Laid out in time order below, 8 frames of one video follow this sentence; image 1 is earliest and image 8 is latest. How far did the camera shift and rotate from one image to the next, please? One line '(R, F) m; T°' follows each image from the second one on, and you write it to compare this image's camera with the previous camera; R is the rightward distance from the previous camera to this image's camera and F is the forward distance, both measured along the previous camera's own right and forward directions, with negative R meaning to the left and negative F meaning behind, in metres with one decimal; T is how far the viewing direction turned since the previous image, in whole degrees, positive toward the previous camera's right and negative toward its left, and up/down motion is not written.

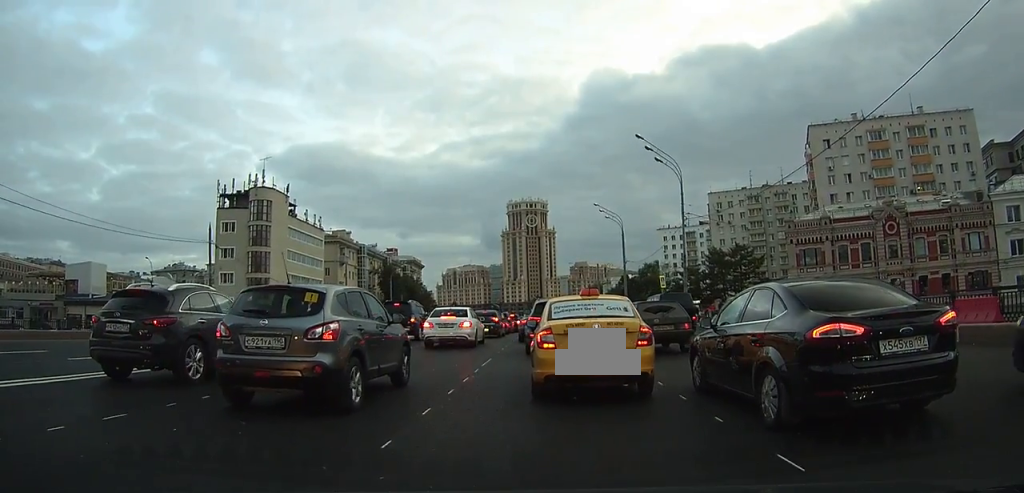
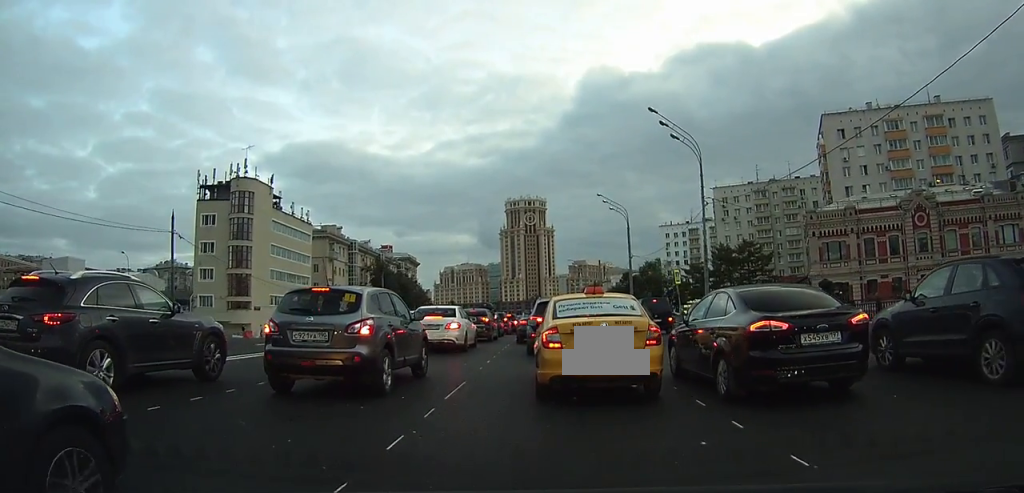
(-0.2, +5.2) m; -4°
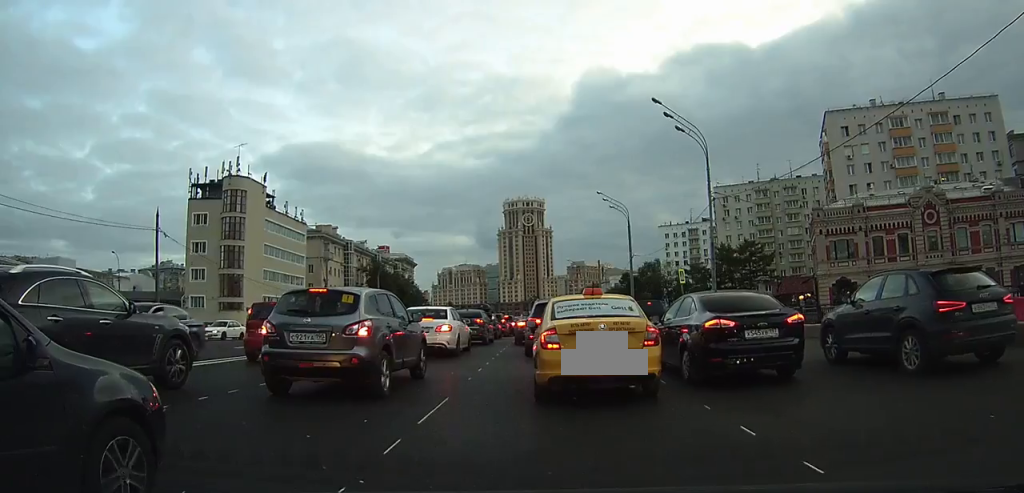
(0.0, +1.7) m; 0°
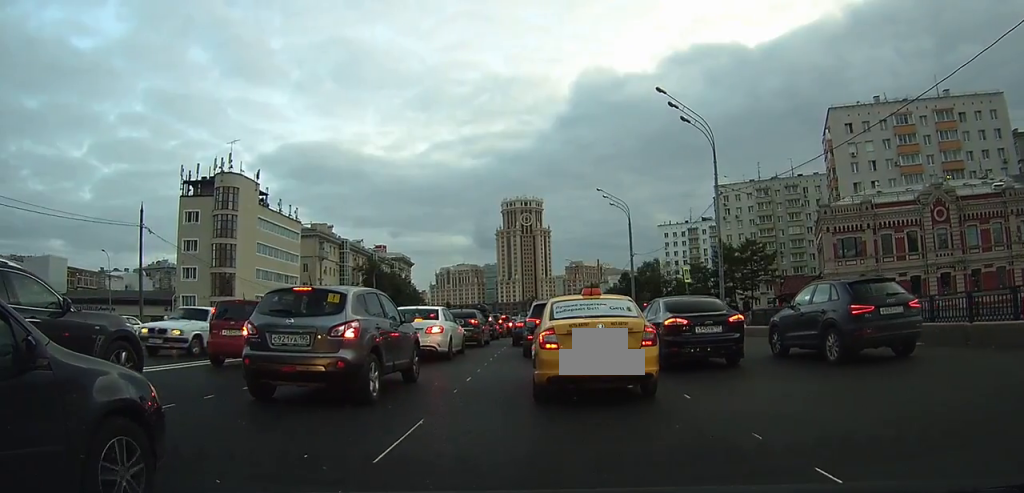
(0.0, +1.8) m; 0°
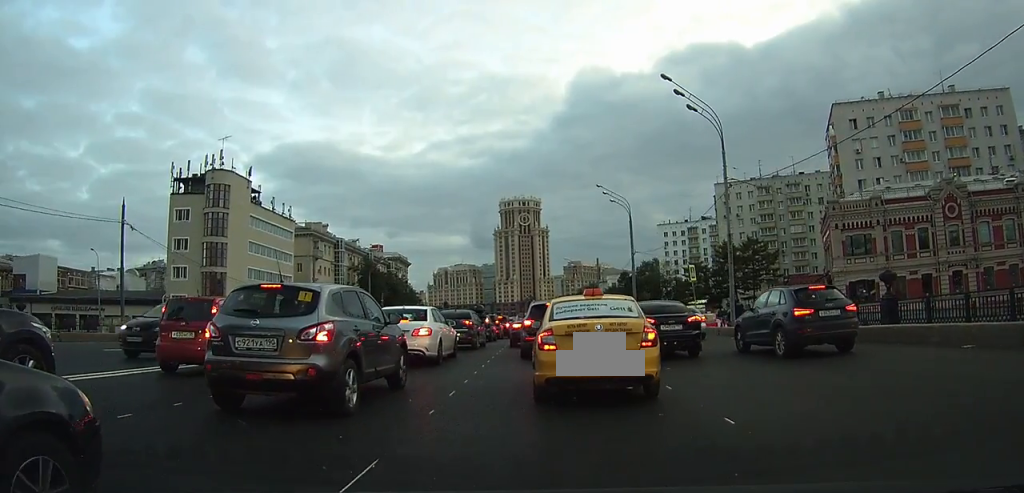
(0.0, +1.9) m; 0°
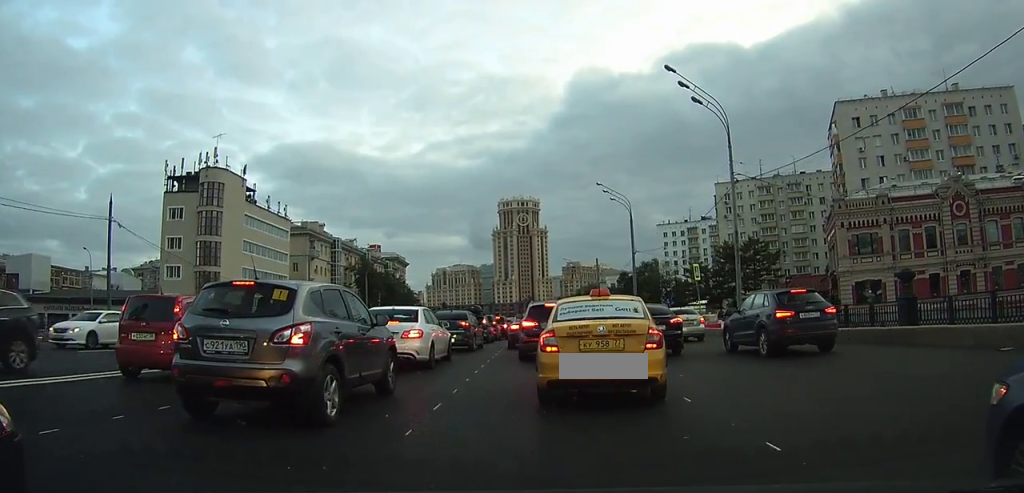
(0.0, +1.2) m; 0°
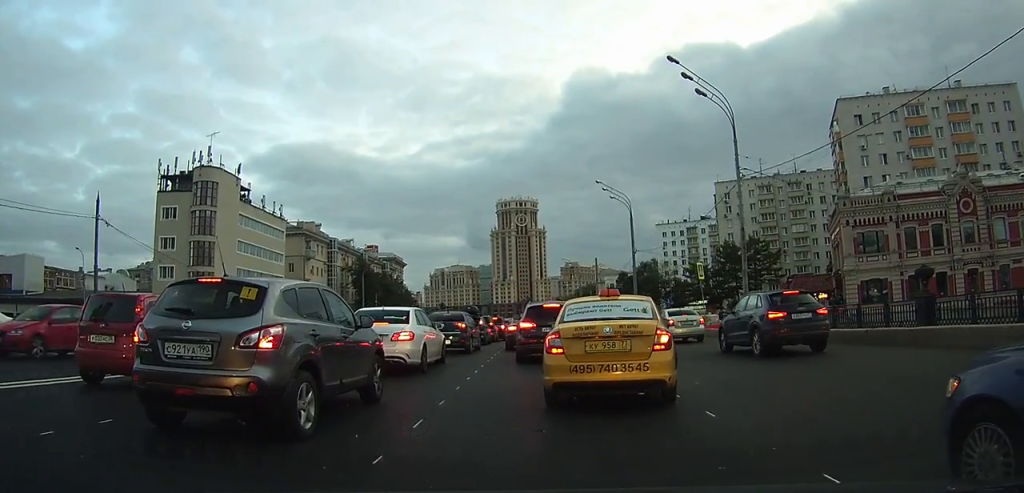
(0.0, +1.1) m; 0°
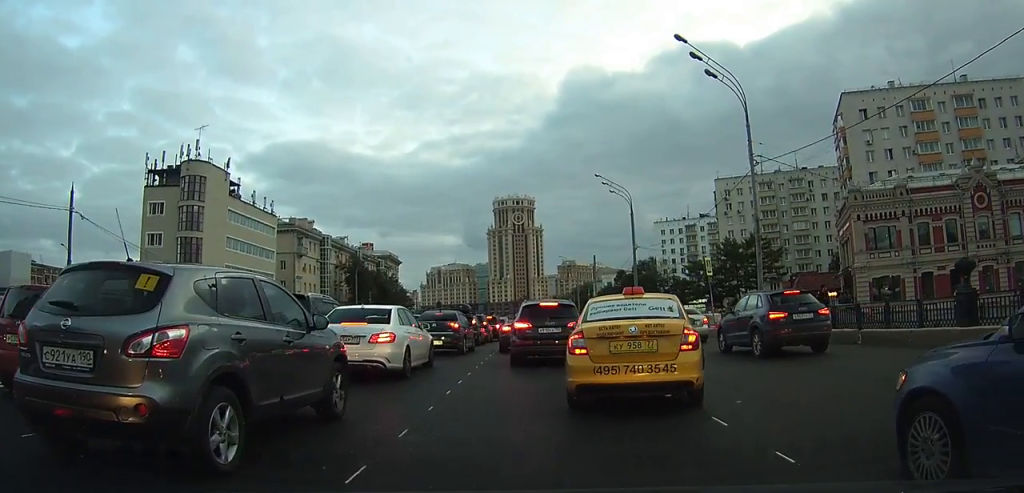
(0.0, +2.0) m; -1°
